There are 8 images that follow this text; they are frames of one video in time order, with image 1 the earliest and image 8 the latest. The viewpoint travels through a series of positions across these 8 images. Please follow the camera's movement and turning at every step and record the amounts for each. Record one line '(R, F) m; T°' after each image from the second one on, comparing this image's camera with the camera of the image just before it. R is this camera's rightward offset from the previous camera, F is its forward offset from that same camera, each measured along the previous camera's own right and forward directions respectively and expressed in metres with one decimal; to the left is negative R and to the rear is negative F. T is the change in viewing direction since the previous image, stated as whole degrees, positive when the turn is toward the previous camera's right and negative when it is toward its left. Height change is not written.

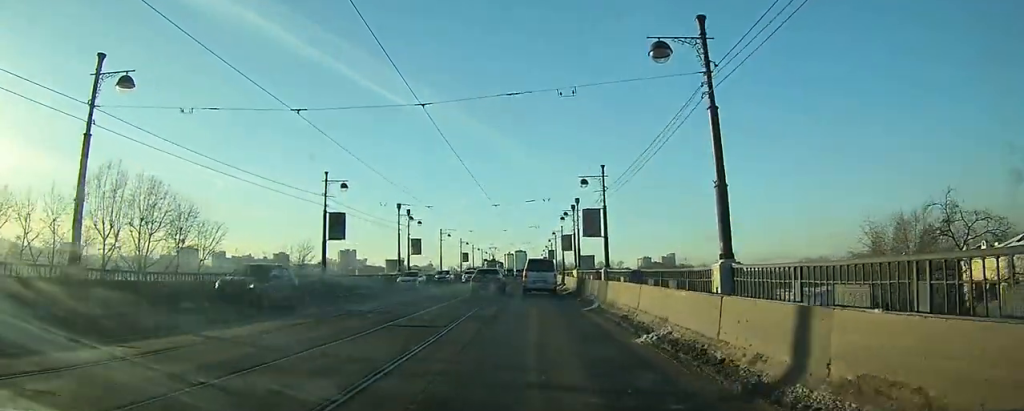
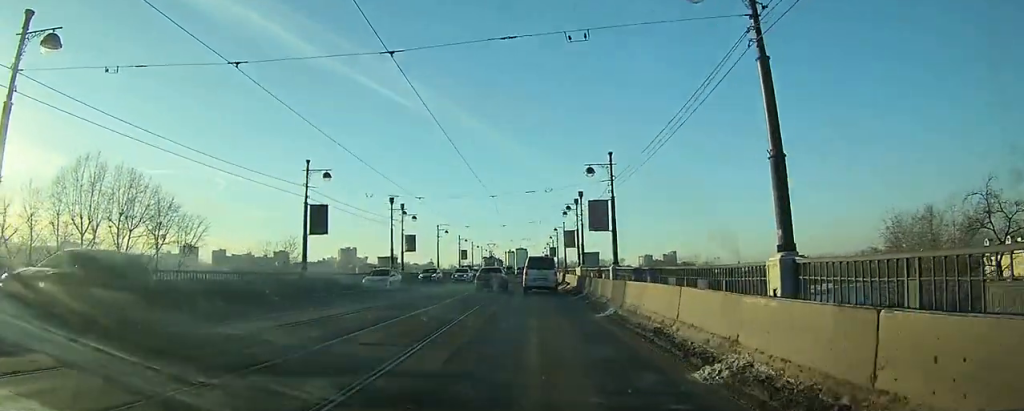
(0.0, +3.8) m; 0°
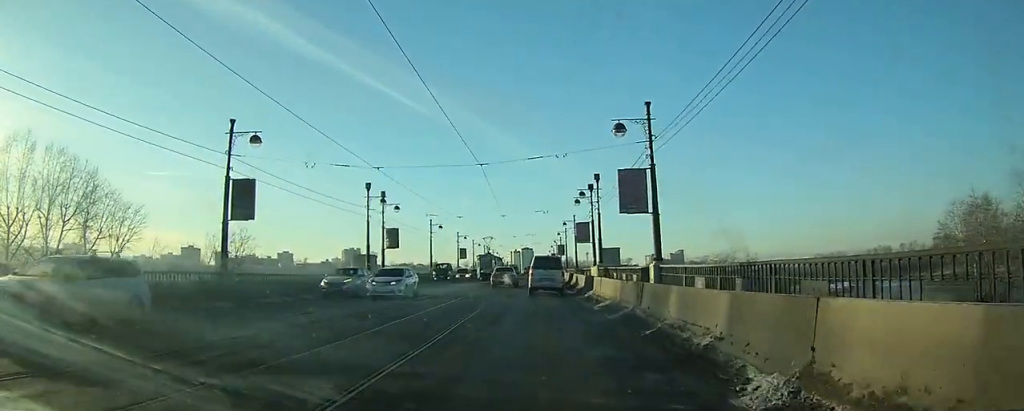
(0.0, +11.1) m; 0°
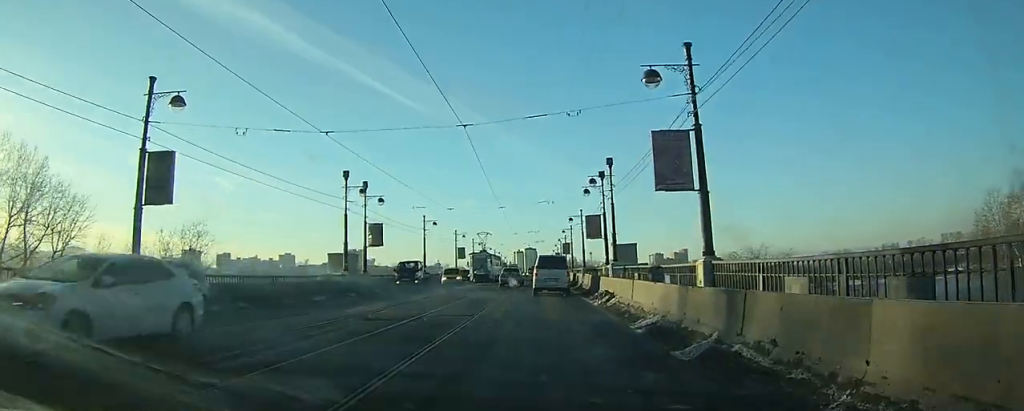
(0.0, +6.9) m; 0°
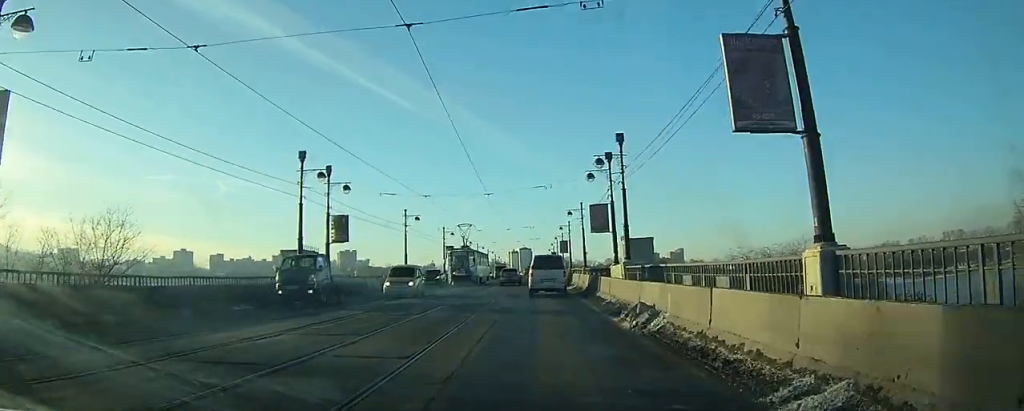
(0.0, +7.7) m; 0°
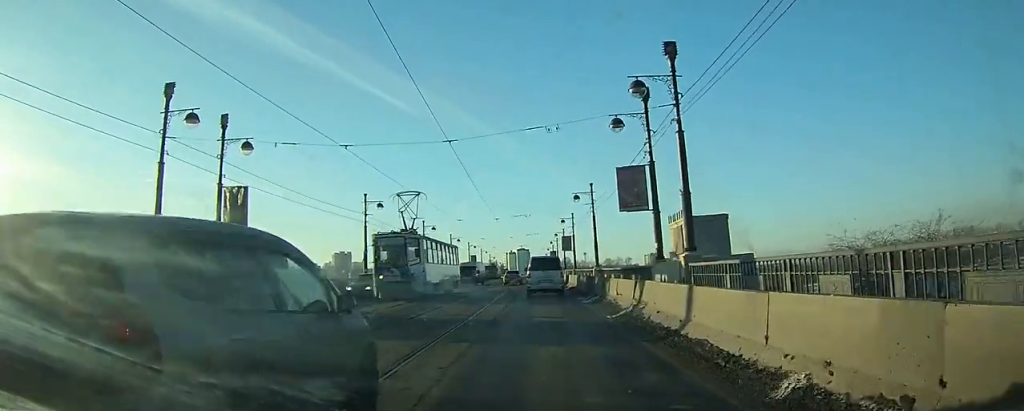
(+0.1, +14.7) m; 0°
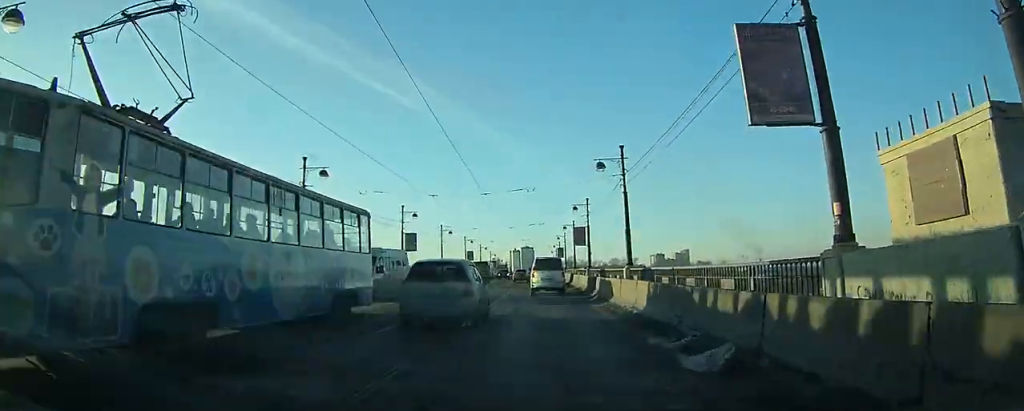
(-0.2, +15.1) m; -1°
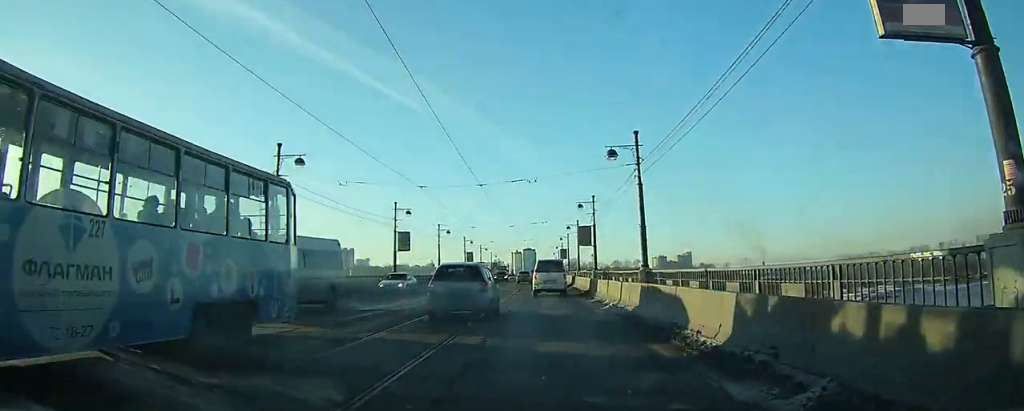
(0.0, +4.2) m; +1°
